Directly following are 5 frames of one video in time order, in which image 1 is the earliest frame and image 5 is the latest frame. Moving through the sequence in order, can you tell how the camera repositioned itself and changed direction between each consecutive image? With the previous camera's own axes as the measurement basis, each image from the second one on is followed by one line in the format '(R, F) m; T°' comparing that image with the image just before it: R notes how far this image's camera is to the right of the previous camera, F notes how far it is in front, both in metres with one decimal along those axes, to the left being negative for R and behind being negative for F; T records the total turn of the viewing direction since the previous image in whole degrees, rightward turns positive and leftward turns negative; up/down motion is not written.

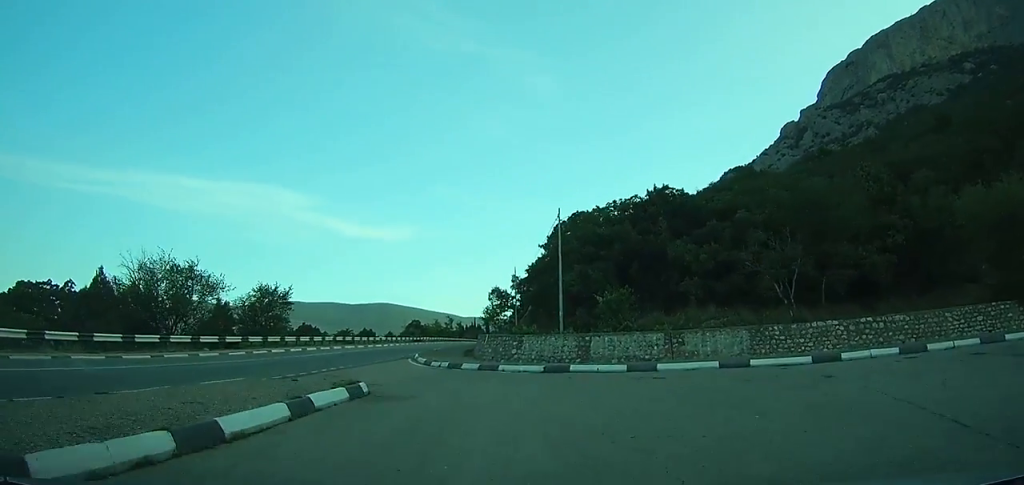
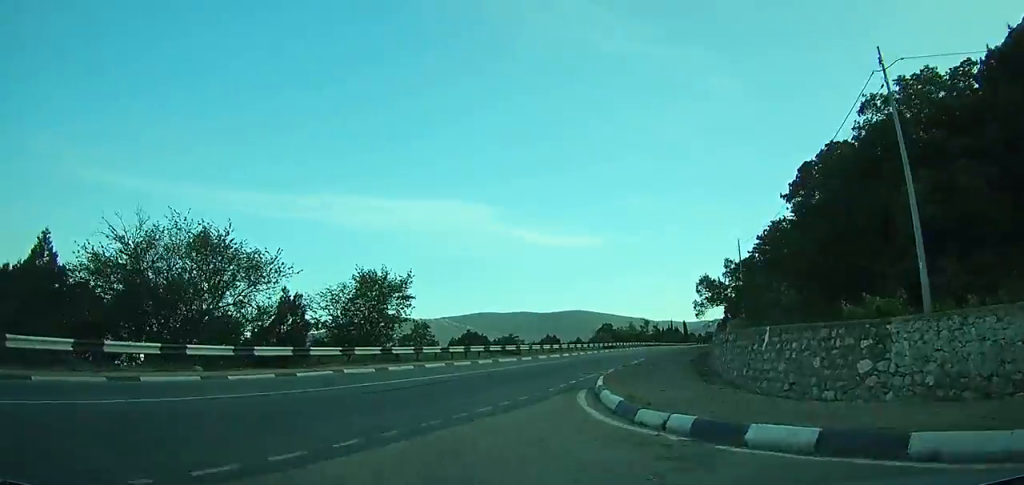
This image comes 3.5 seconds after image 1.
(-1.4, +18.5) m; -5°
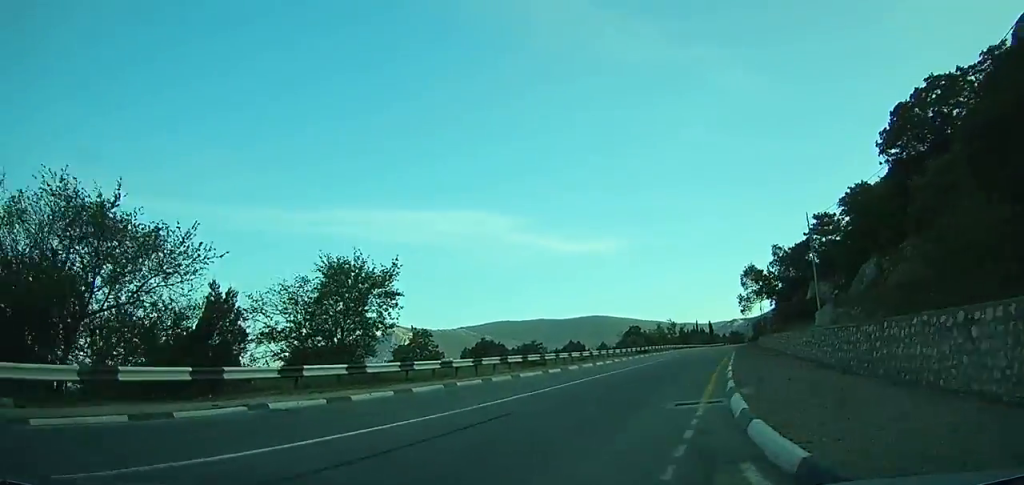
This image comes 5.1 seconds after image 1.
(-0.3, +10.6) m; 0°
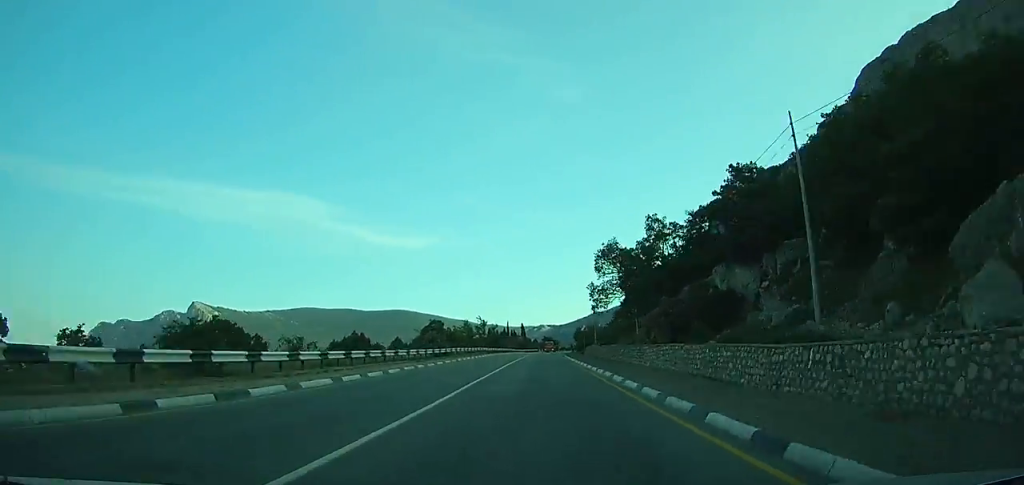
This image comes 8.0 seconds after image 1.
(+1.0, +23.5) m; +6°
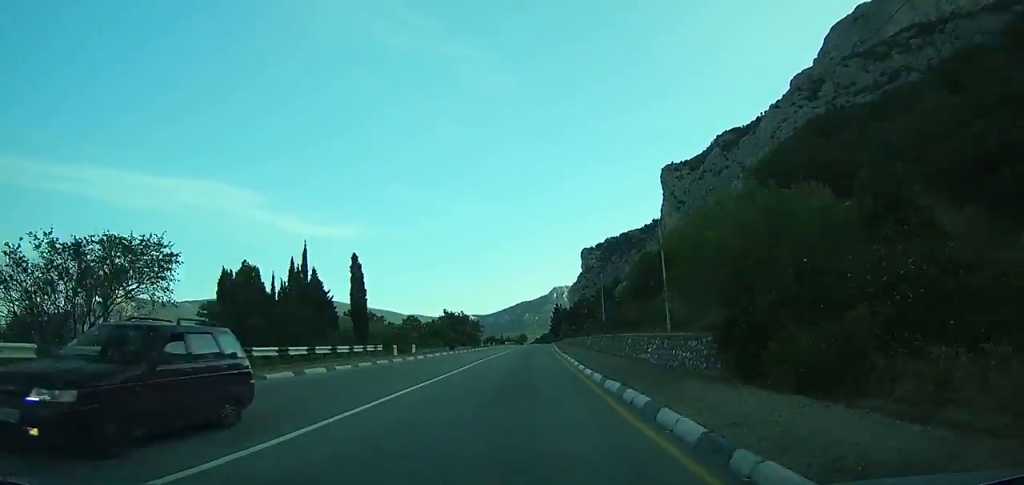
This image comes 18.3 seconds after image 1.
(+9.0, +130.4) m; +7°
